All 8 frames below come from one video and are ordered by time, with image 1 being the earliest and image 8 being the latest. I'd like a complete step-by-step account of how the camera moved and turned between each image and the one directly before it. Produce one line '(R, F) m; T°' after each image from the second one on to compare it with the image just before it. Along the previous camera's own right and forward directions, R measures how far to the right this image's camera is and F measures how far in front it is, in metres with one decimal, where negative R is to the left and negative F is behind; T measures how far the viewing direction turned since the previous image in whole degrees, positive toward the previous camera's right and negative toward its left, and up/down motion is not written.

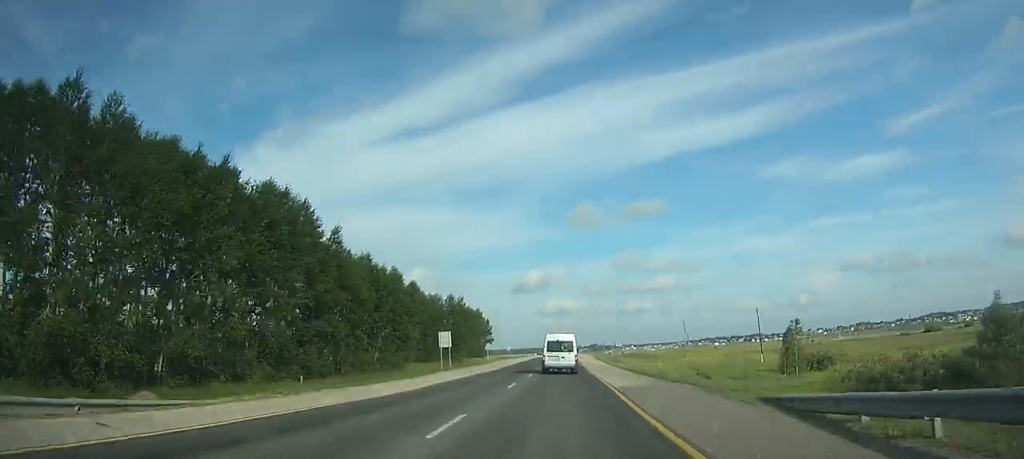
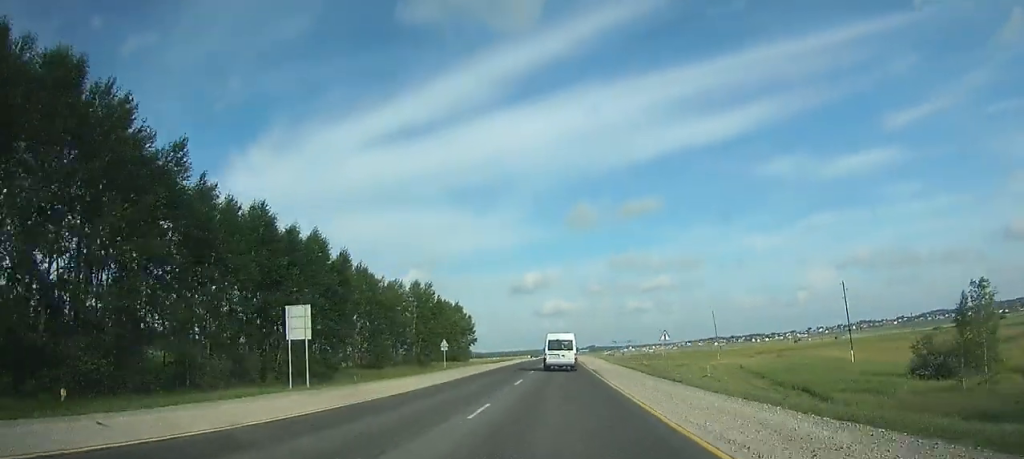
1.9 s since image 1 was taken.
(0.0, +33.4) m; 0°
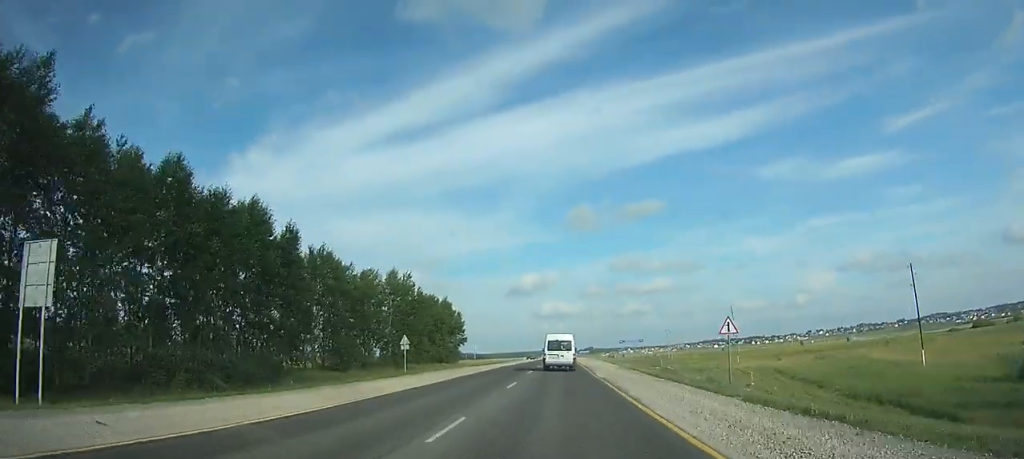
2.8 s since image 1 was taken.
(0.0, +14.6) m; 0°
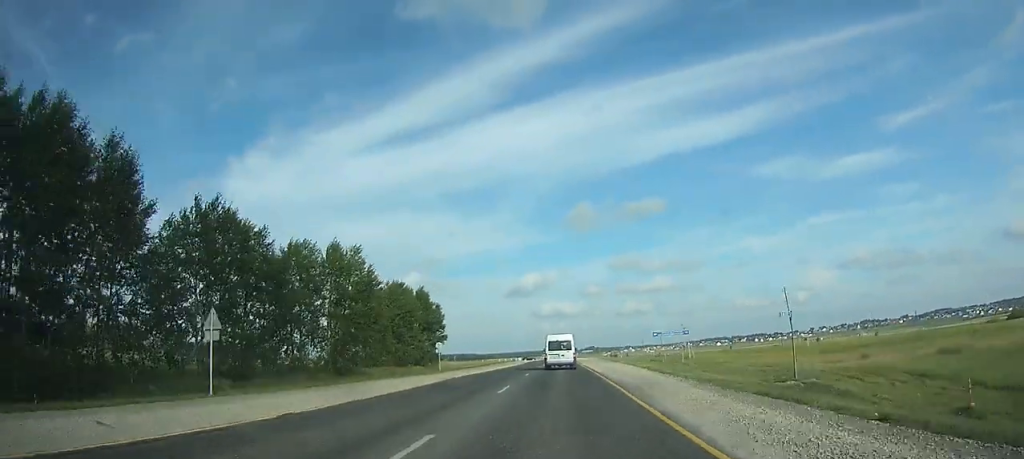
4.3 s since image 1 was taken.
(0.0, +26.0) m; 0°
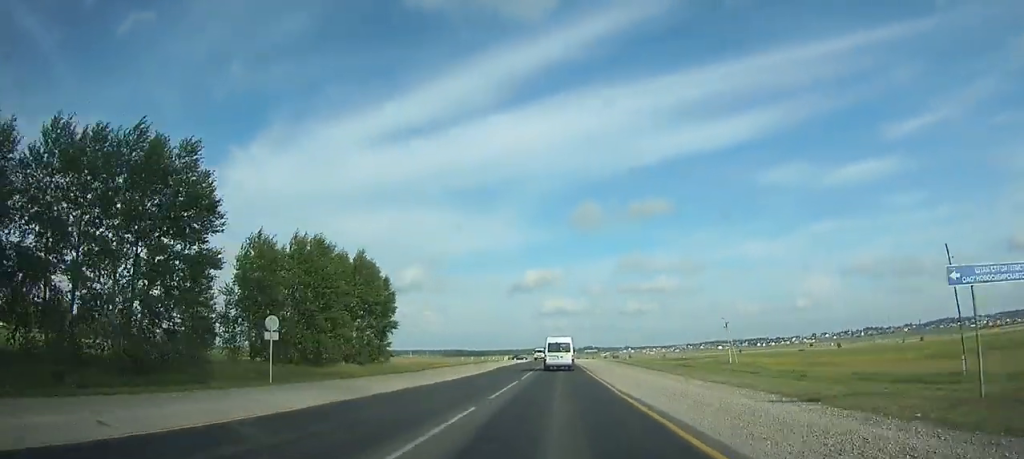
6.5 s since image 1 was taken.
(0.0, +37.8) m; 0°
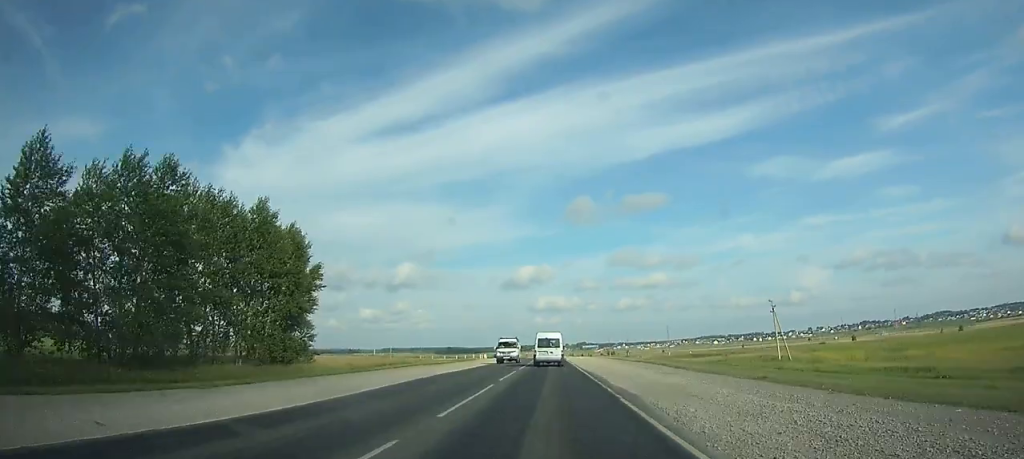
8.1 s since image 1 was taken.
(+0.1, +30.1) m; 0°
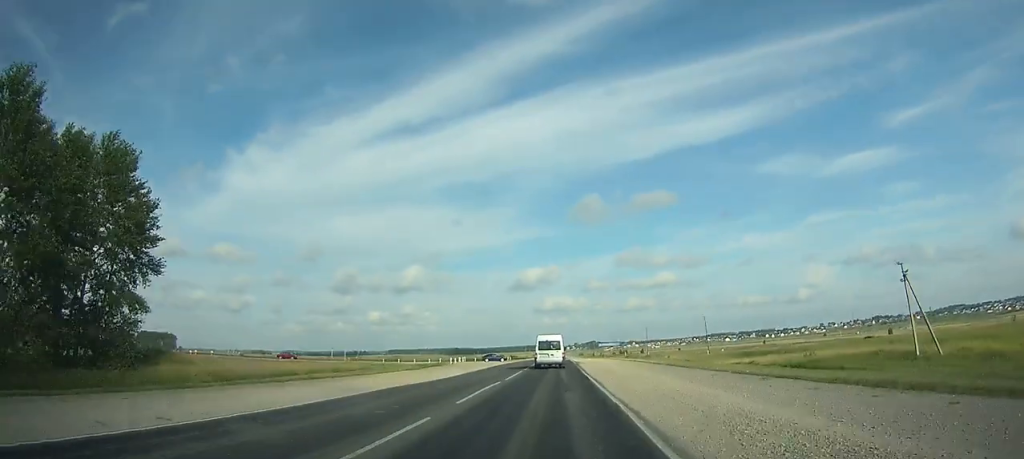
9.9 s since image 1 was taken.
(+0.1, +33.9) m; 0°
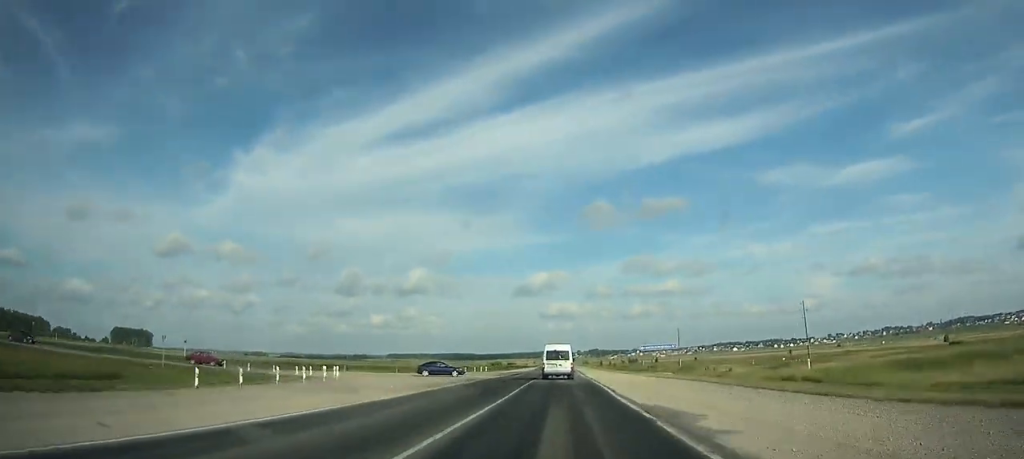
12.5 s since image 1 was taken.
(-0.3, +48.3) m; 0°
